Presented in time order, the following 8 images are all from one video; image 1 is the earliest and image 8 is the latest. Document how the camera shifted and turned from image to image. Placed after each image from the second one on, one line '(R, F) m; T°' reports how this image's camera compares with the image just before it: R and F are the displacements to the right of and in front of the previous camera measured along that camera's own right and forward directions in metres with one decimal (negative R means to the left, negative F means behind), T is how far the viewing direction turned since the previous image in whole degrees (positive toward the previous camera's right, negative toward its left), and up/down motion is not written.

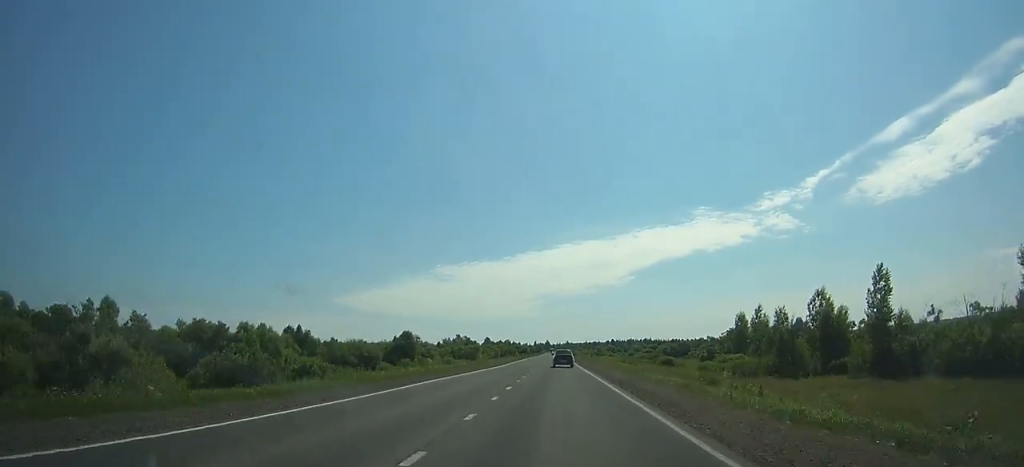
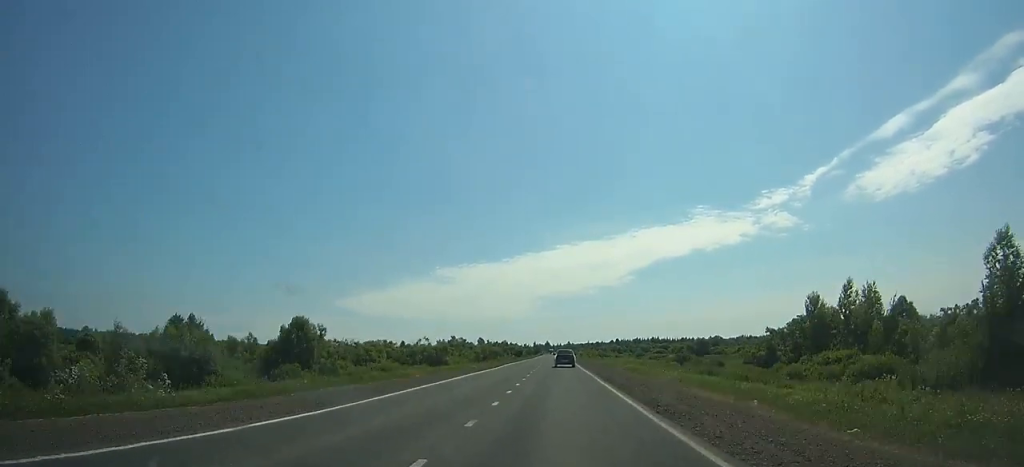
(0.0, +40.2) m; 0°
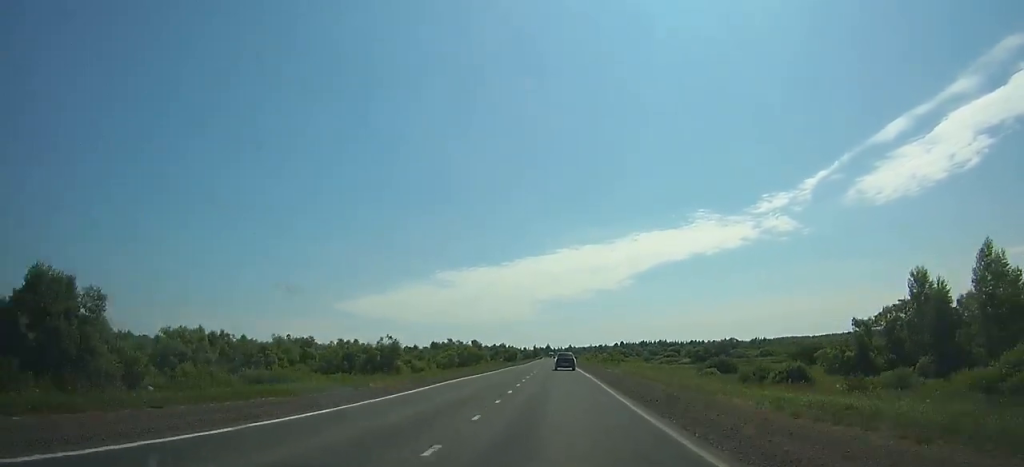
(0.0, +31.0) m; 0°
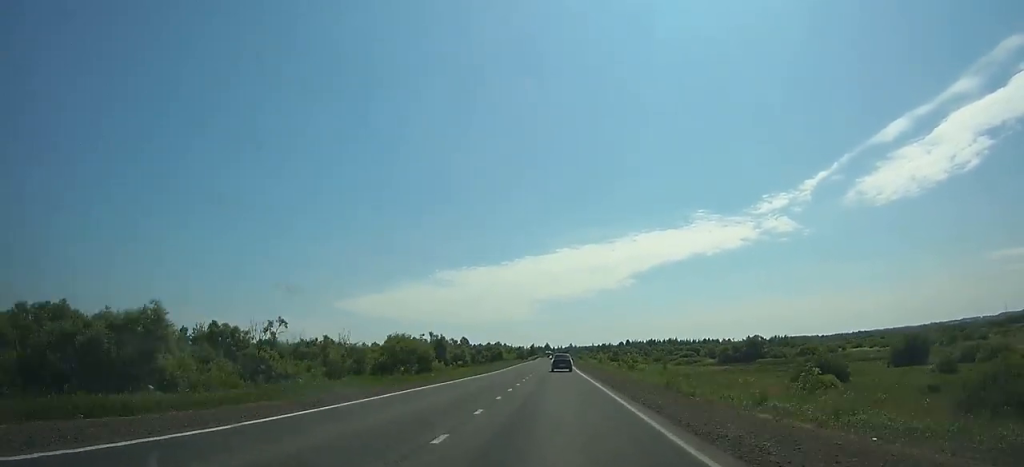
(0.0, +42.5) m; 0°
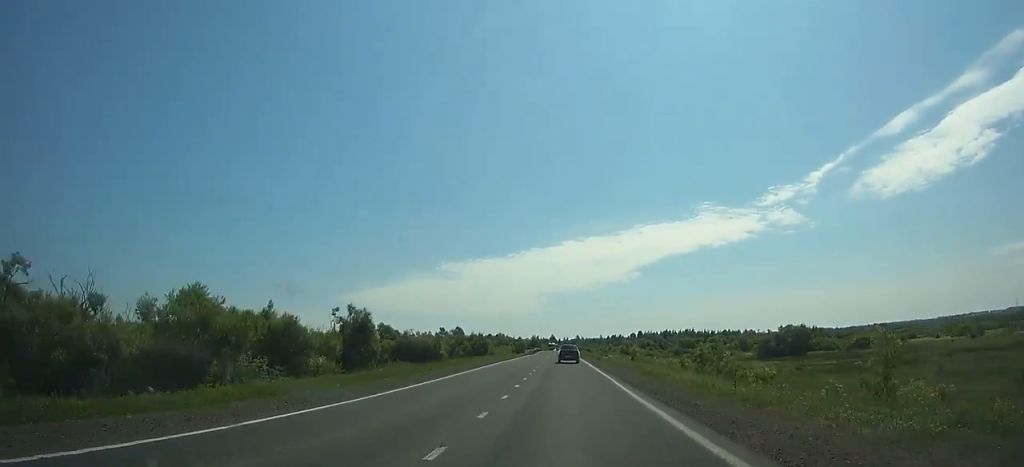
(0.0, +36.4) m; 0°
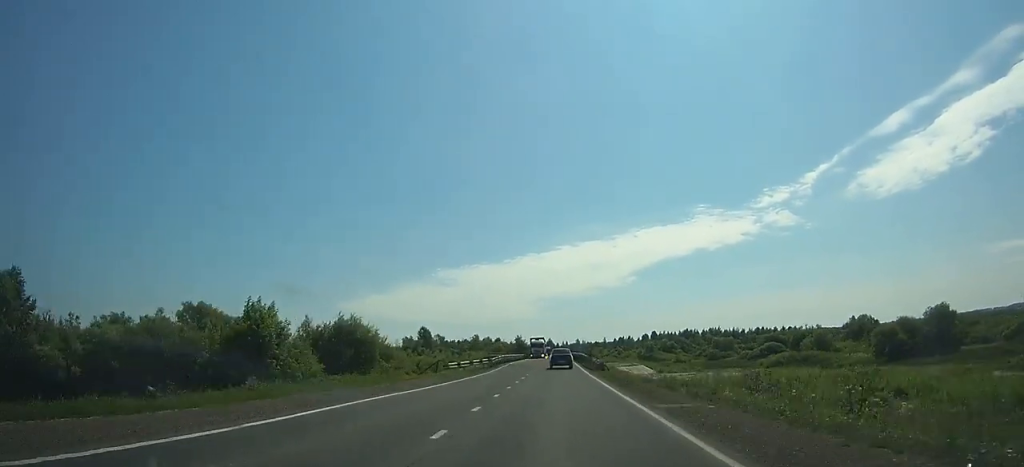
(0.0, +68.8) m; 0°
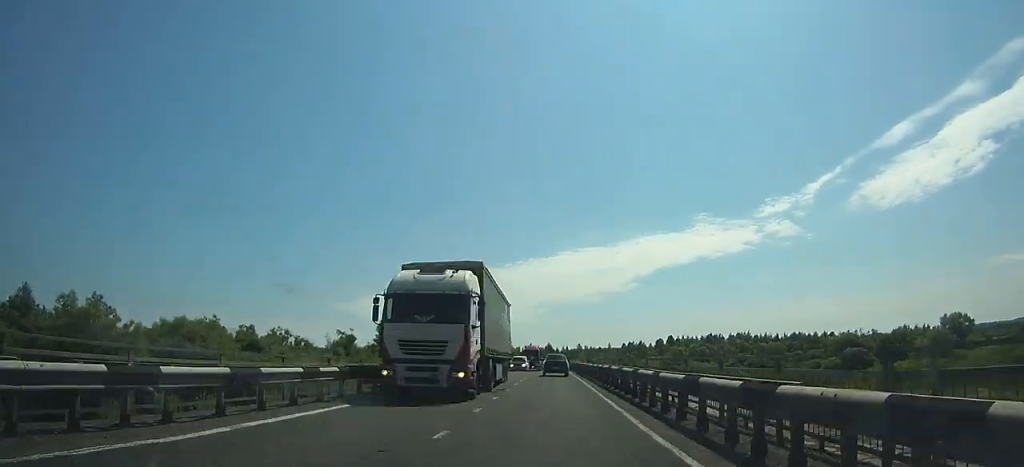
(0.0, +51.4) m; 0°
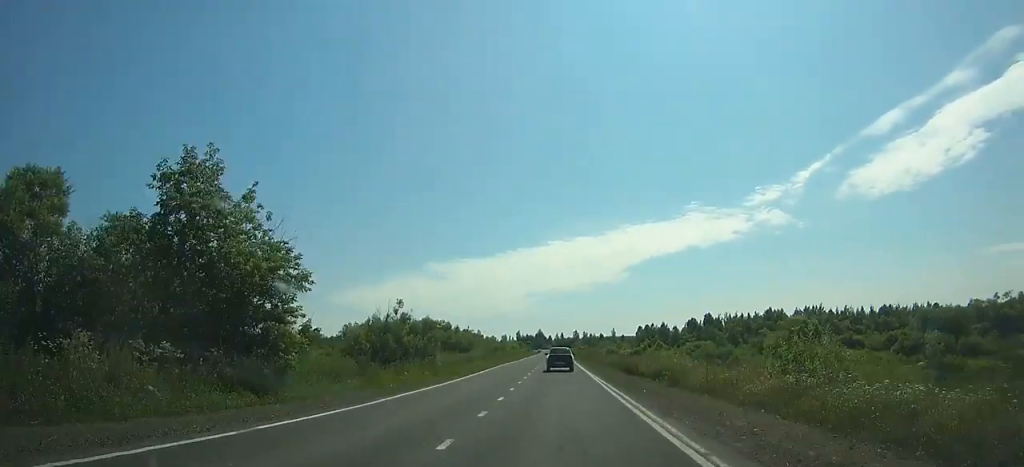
(-0.3, +87.9) m; 0°
